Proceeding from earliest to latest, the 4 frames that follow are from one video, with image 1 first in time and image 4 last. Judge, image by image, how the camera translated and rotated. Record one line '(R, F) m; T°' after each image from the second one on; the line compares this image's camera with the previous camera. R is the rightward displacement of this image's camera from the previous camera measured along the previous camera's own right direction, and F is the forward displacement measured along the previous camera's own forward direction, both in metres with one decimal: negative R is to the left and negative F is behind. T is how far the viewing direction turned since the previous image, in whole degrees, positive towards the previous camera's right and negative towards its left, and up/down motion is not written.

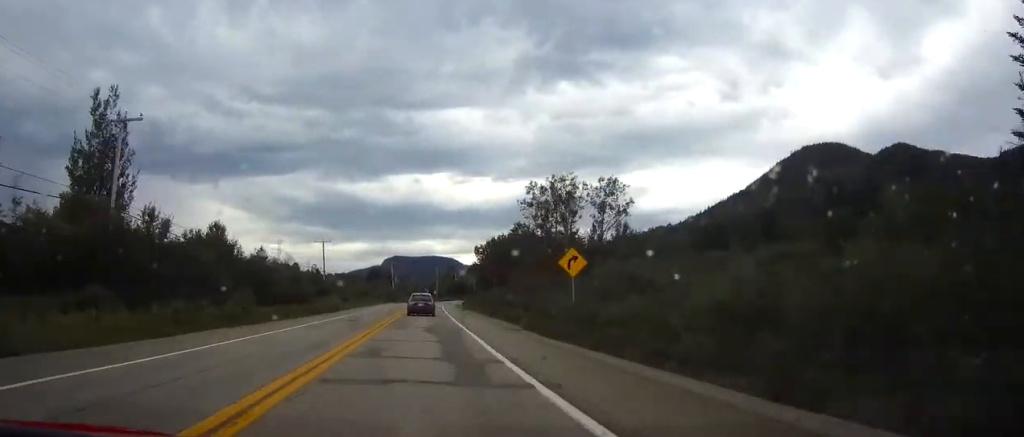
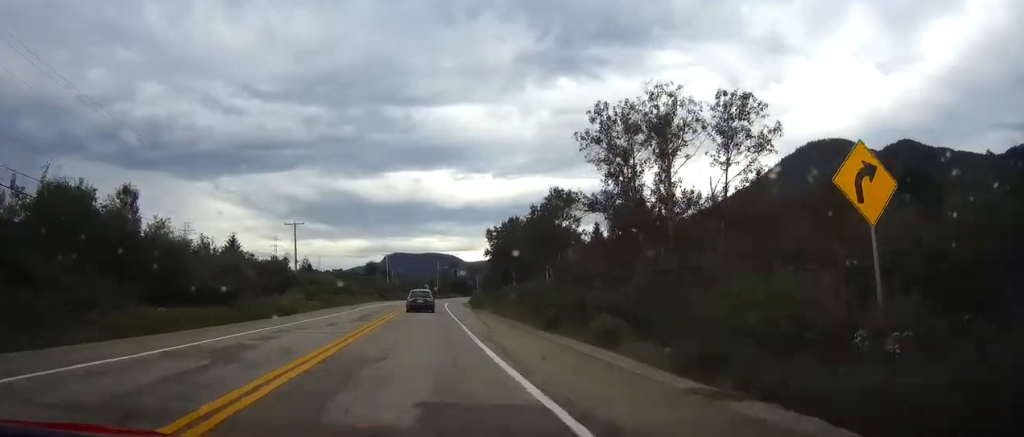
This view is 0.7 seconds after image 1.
(0.0, +20.3) m; 0°
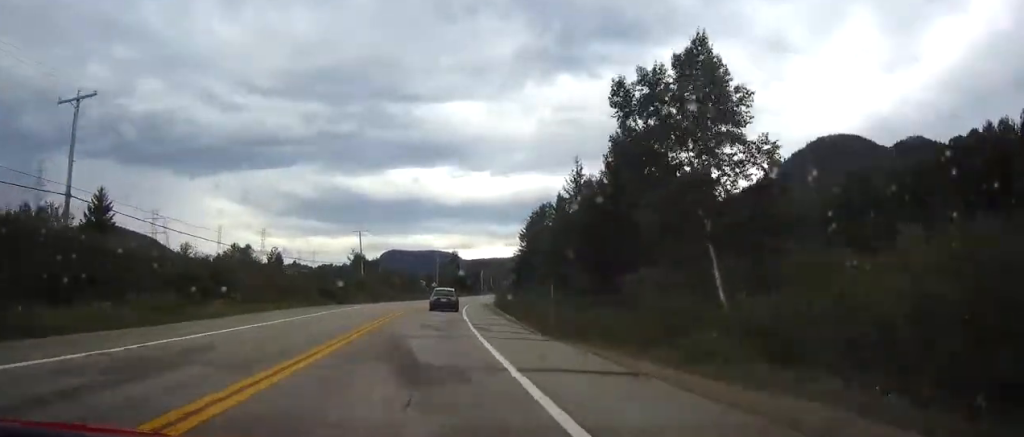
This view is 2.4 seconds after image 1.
(+0.1, +50.3) m; 0°
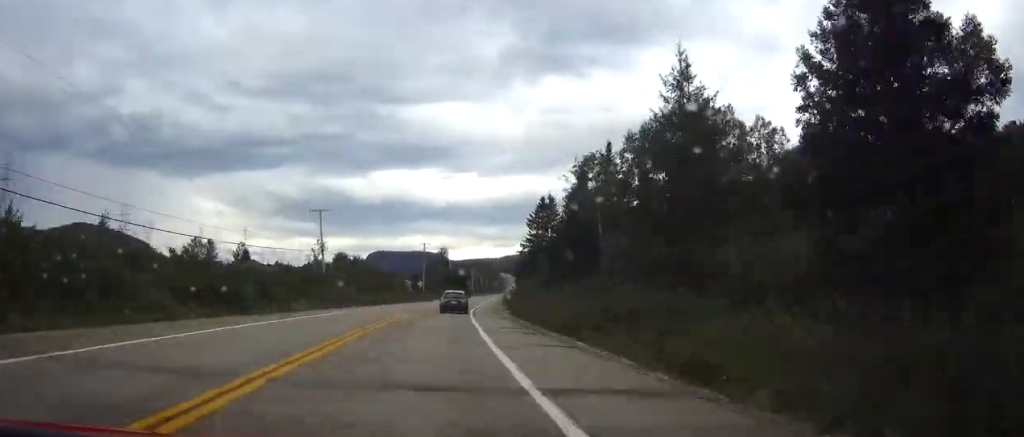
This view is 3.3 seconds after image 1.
(+0.2, +25.1) m; +1°
